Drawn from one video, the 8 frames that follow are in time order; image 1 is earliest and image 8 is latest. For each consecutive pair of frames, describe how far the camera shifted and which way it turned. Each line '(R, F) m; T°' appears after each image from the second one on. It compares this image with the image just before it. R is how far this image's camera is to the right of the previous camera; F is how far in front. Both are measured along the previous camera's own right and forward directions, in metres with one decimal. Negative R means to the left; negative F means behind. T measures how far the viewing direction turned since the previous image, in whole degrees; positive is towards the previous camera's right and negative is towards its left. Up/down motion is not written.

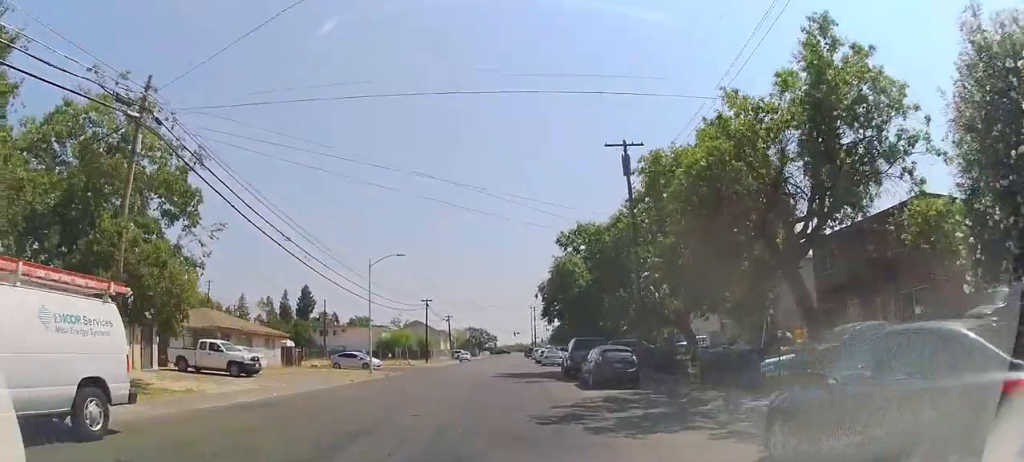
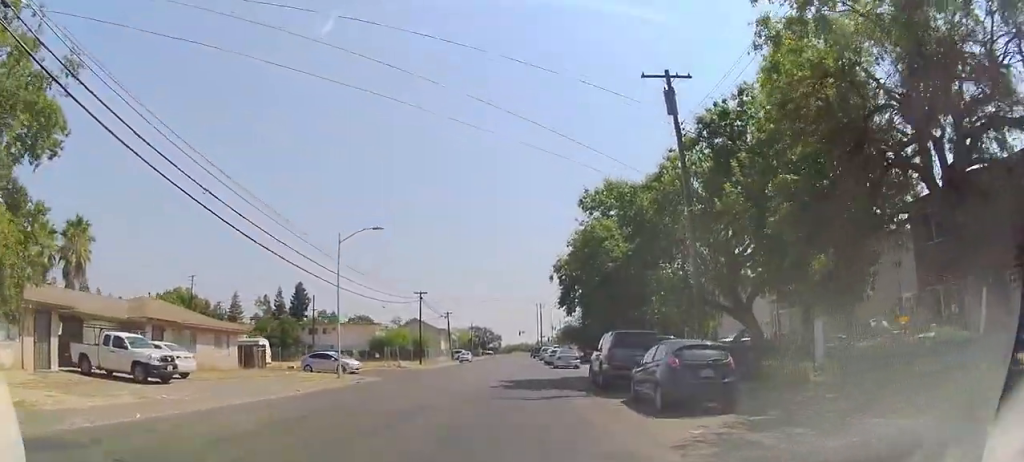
(0.0, +7.8) m; 0°
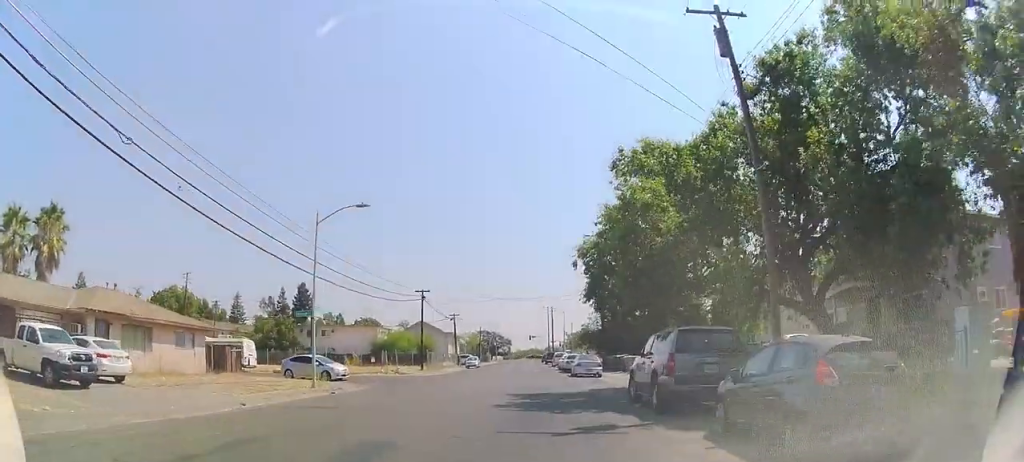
(0.0, +5.1) m; 0°
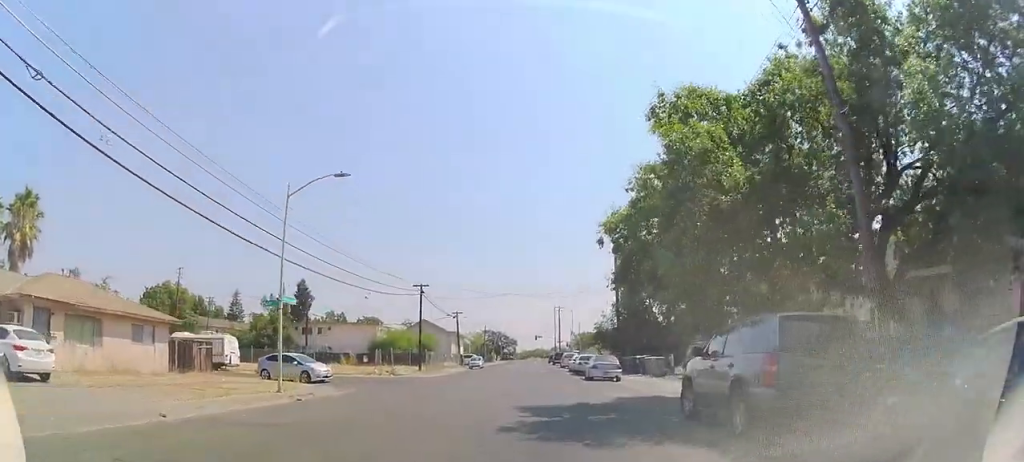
(0.0, +4.1) m; 0°
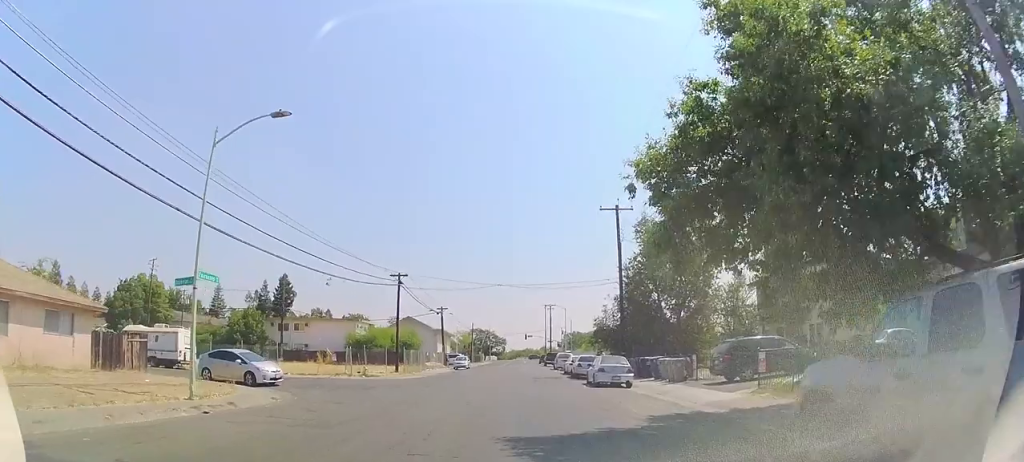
(0.0, +4.8) m; 0°
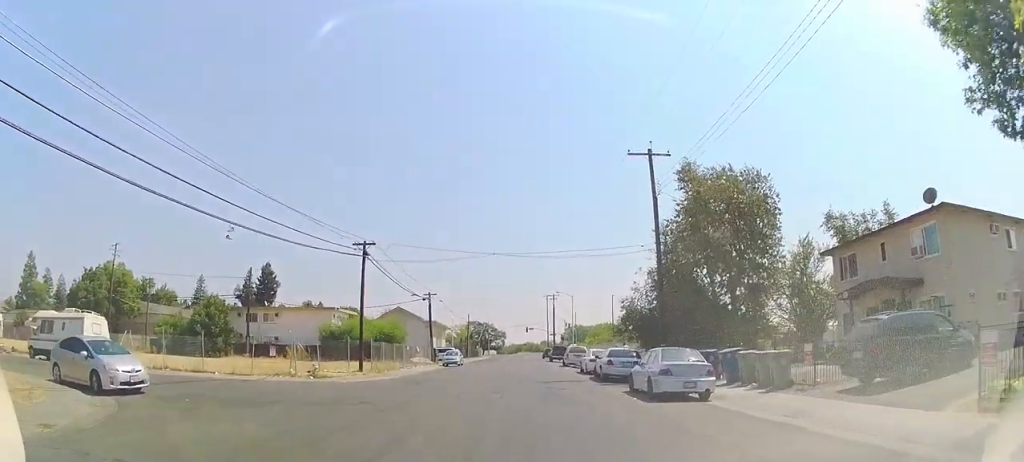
(0.0, +9.3) m; 0°
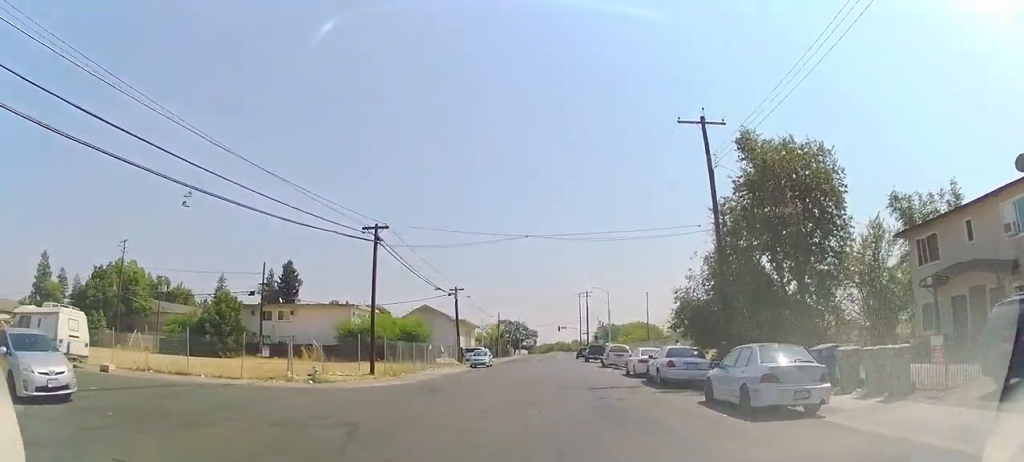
(0.0, +4.4) m; -3°
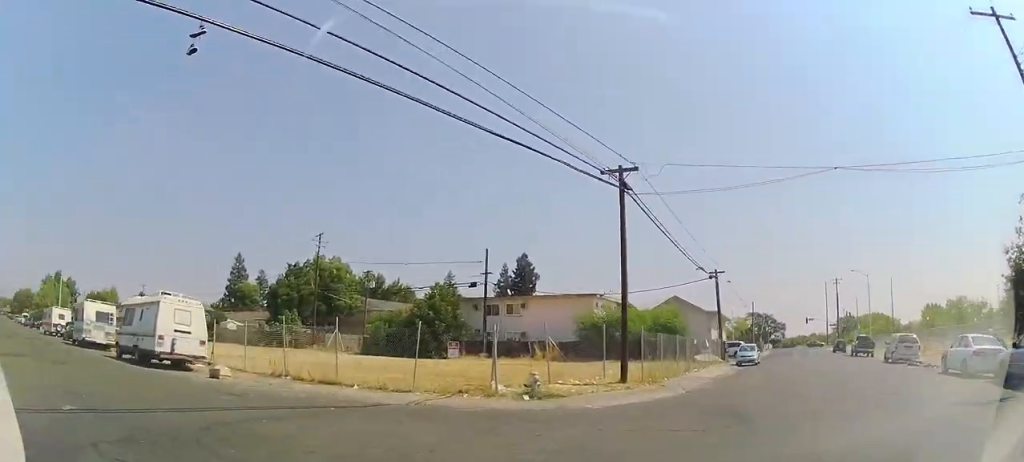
(-0.9, +9.2) m; -21°
